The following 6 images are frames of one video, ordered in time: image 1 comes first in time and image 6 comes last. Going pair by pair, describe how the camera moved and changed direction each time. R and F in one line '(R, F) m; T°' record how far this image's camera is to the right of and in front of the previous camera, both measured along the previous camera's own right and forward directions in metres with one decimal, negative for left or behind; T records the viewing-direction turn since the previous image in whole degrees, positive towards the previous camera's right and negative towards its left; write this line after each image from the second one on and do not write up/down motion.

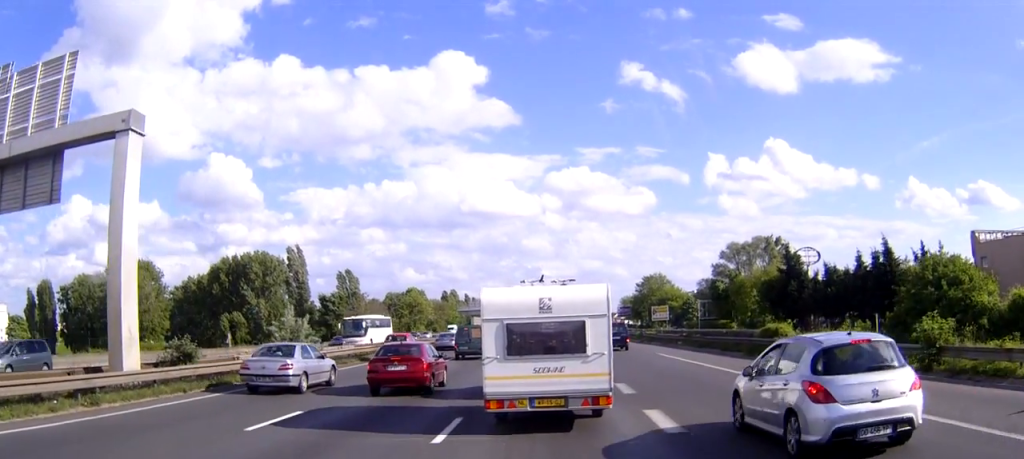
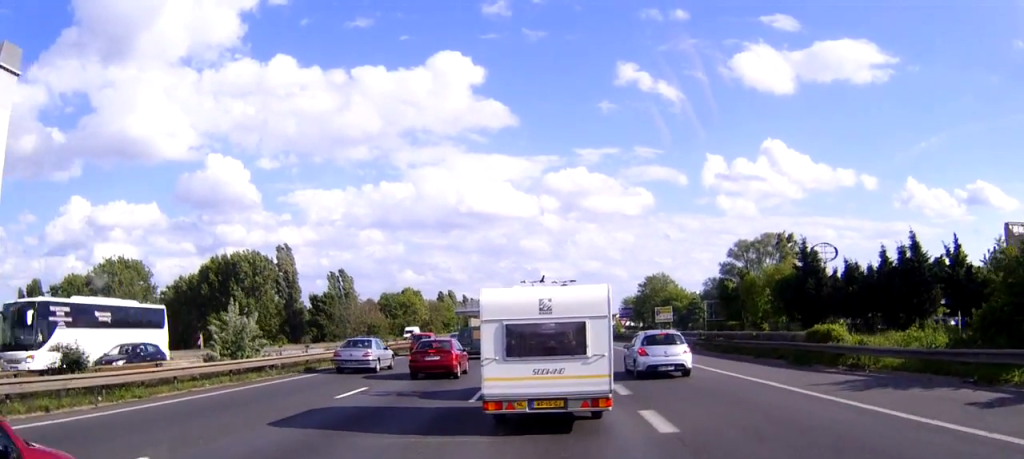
(0.0, +6.6) m; 0°
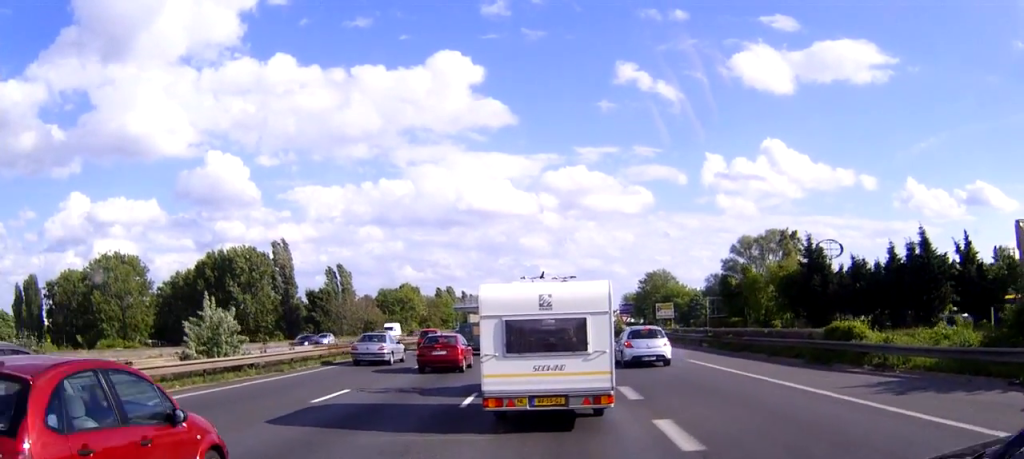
(0.0, +2.0) m; -1°
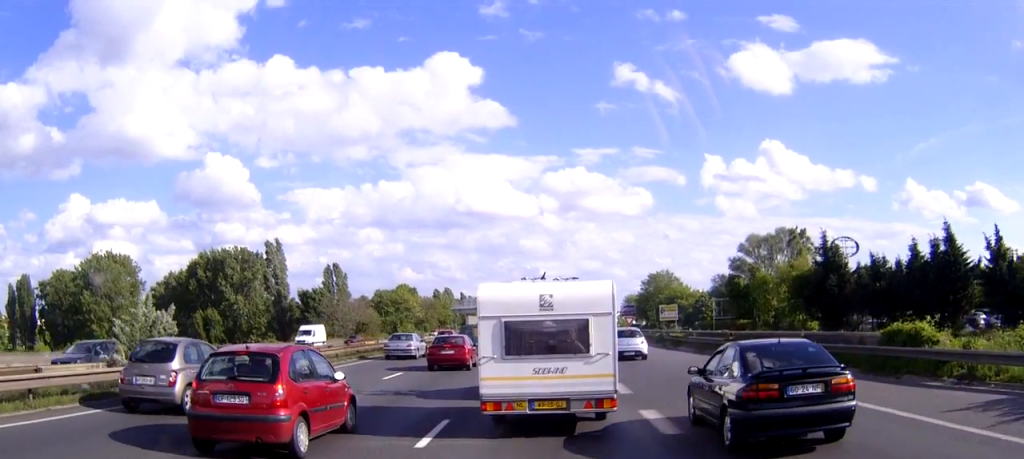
(0.0, +5.1) m; +1°
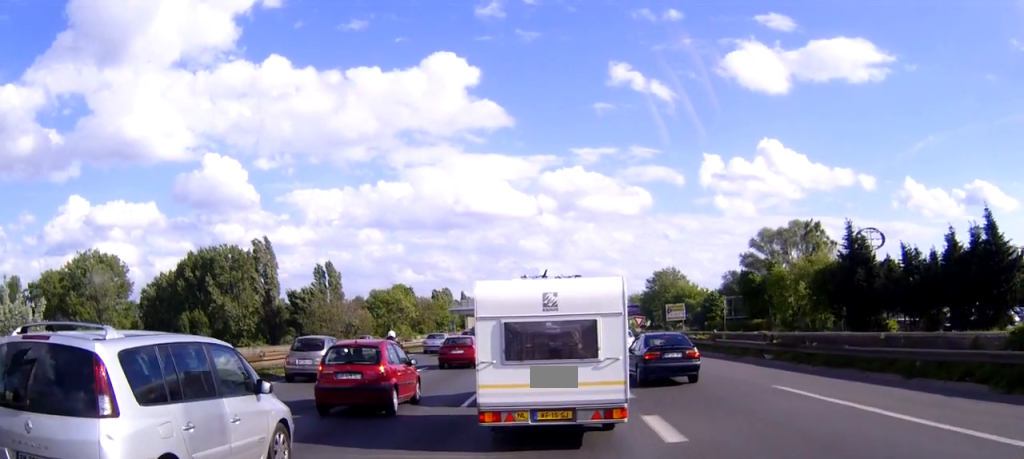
(+0.1, +7.5) m; 0°
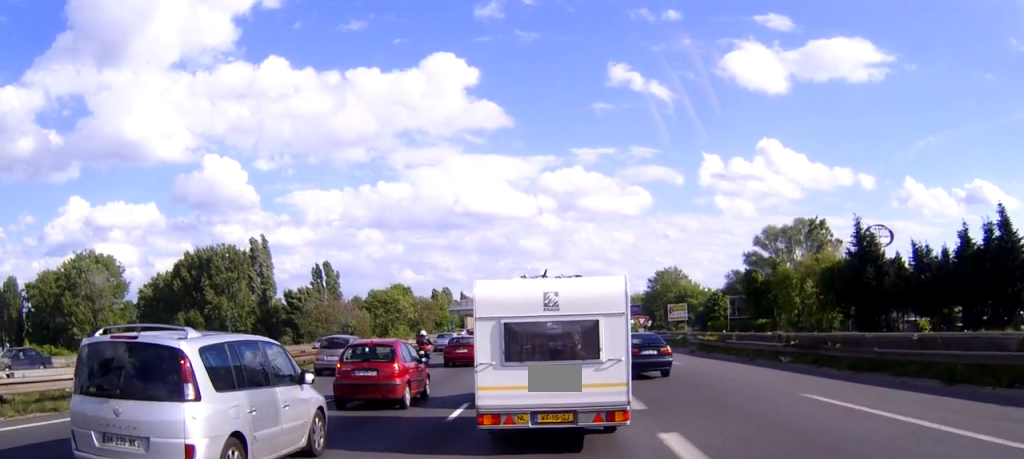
(0.0, +2.4) m; 0°
